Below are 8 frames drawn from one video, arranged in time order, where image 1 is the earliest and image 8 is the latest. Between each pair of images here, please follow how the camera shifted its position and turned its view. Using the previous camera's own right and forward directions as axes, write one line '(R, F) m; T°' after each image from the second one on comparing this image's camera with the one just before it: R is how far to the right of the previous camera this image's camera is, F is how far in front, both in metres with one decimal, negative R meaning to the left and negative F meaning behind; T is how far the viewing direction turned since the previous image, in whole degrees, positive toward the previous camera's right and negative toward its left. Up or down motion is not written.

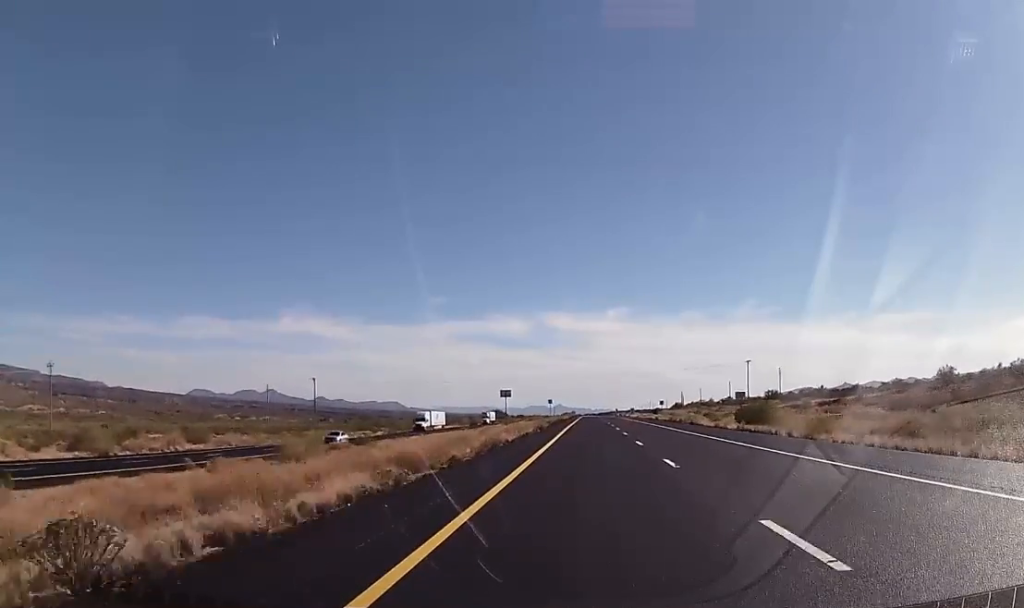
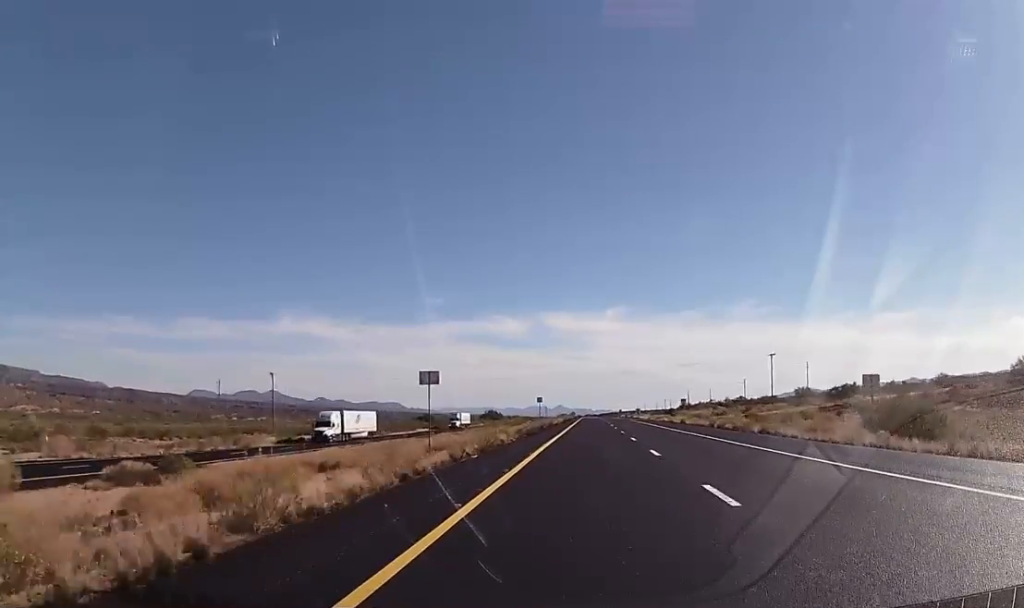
(+0.2, +31.8) m; 0°
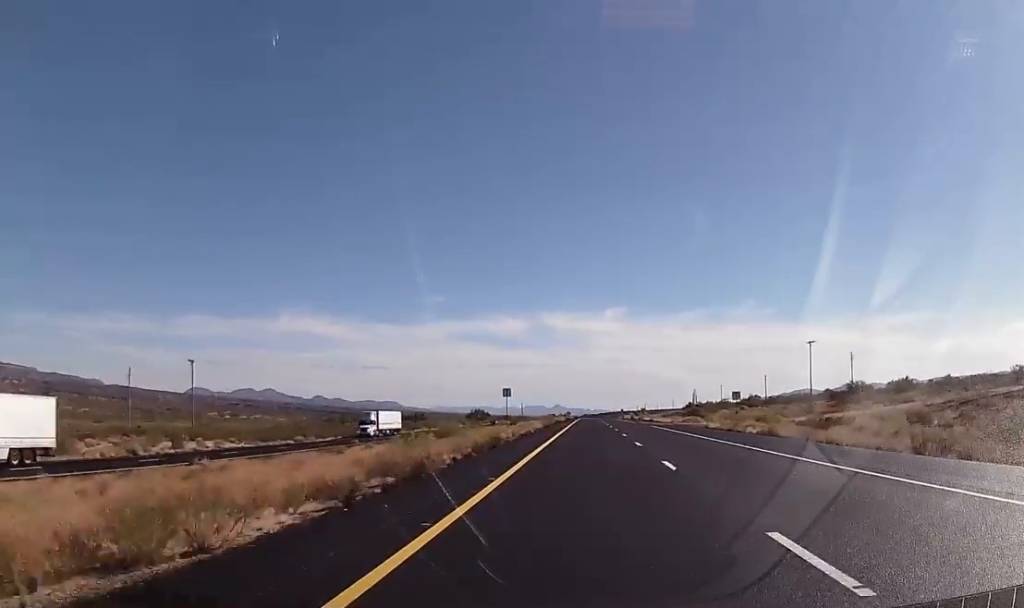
(0.0, +41.3) m; 0°
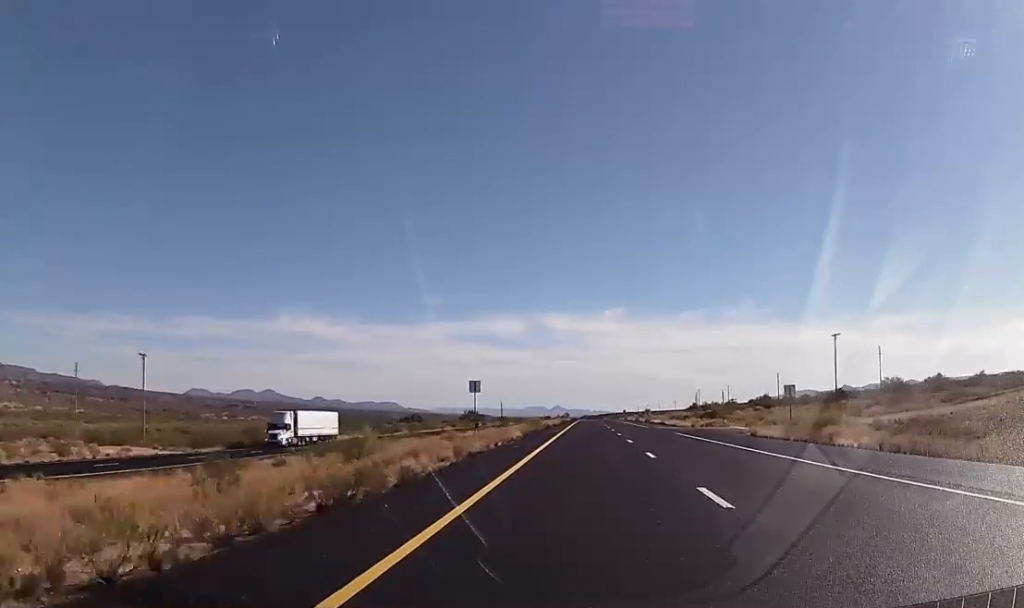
(+0.1, +18.8) m; 0°
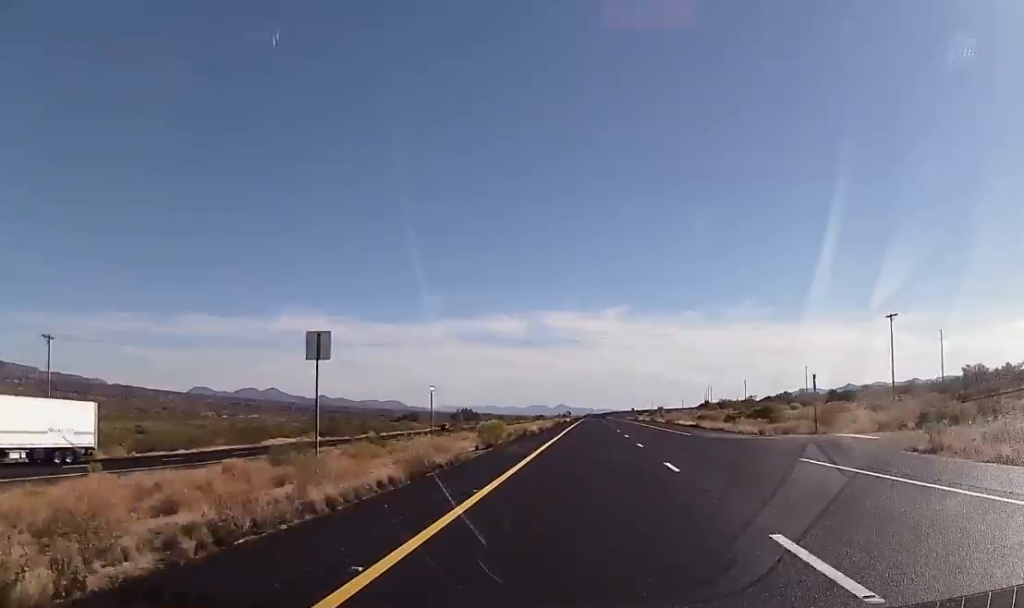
(-0.2, +29.6) m; 0°
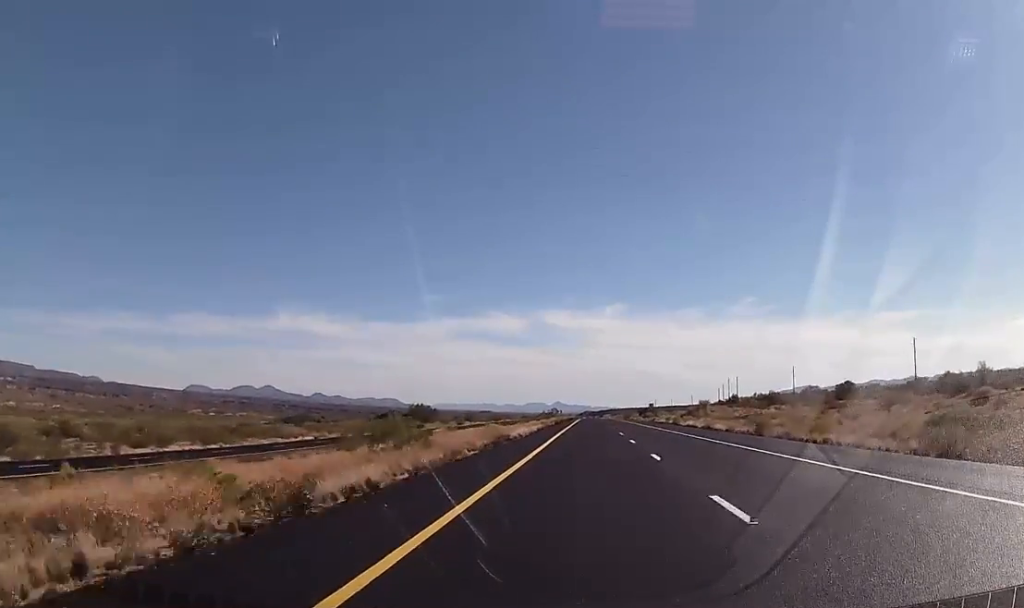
(0.0, +80.7) m; -1°
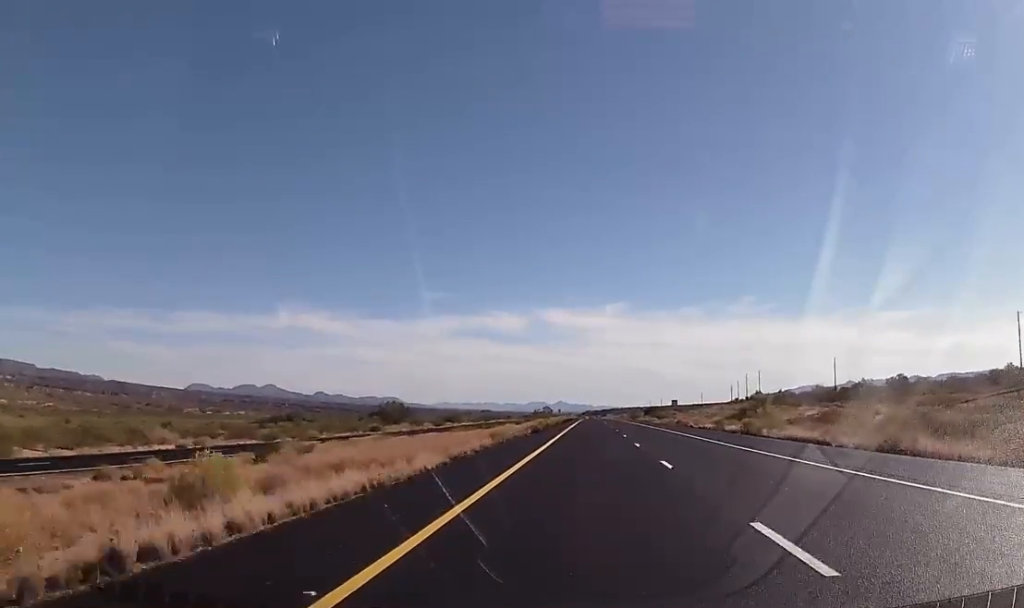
(+0.2, +39.2) m; +1°
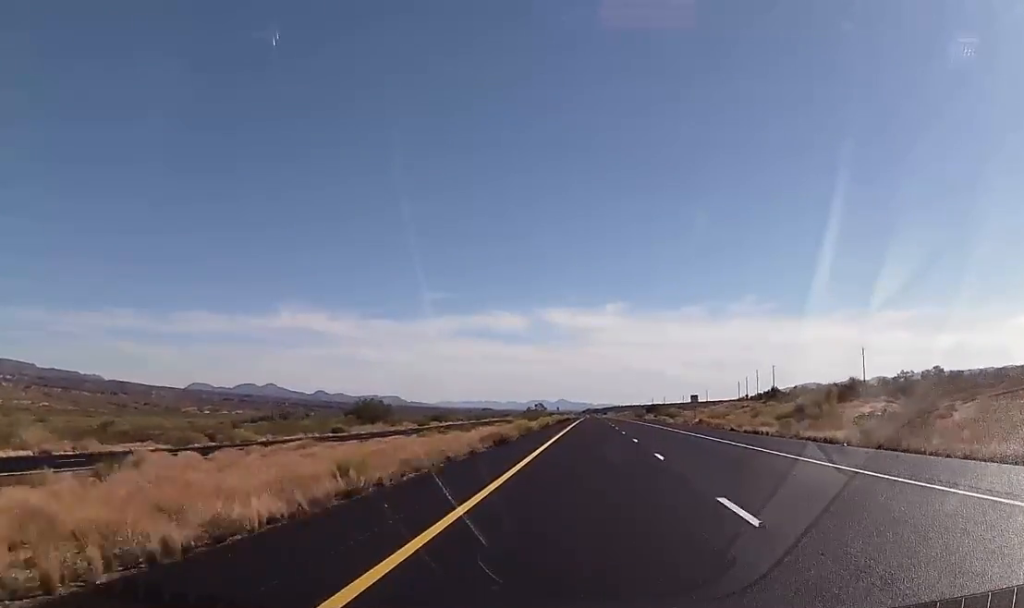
(+0.2, +21.3) m; 0°
